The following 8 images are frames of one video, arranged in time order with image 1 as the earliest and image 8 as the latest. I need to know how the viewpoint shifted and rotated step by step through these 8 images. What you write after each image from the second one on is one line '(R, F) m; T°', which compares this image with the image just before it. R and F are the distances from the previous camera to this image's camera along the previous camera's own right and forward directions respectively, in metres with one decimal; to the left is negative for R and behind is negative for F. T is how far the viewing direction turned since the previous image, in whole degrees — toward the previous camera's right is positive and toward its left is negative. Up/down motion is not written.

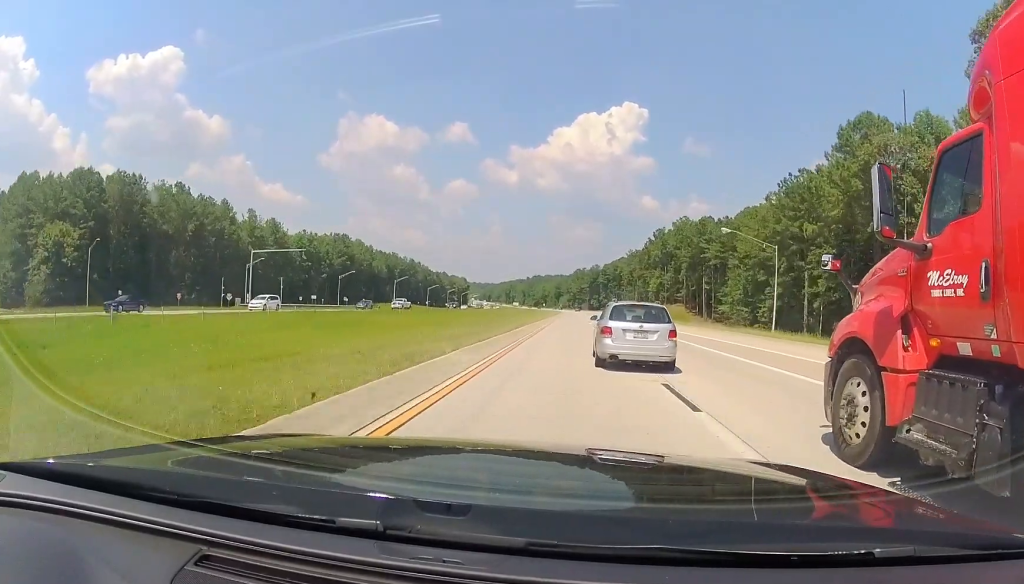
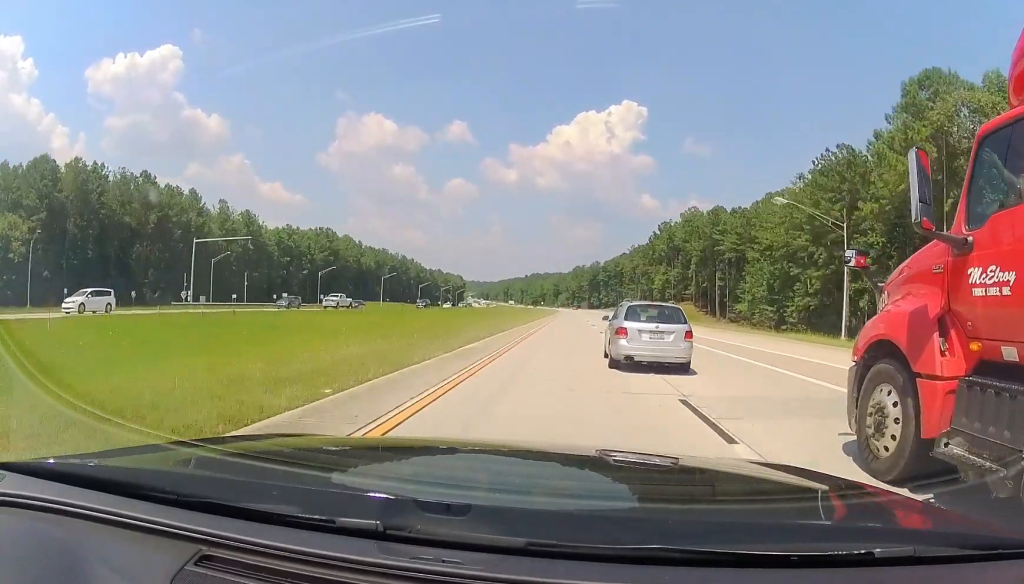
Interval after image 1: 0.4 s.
(0.0, +14.2) m; 0°
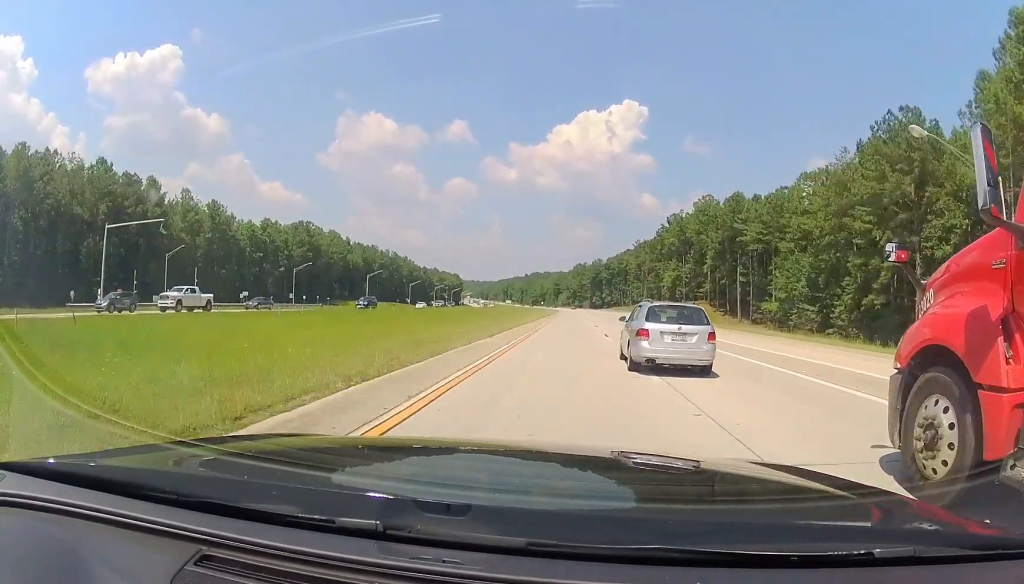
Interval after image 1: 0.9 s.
(0.0, +16.5) m; 0°
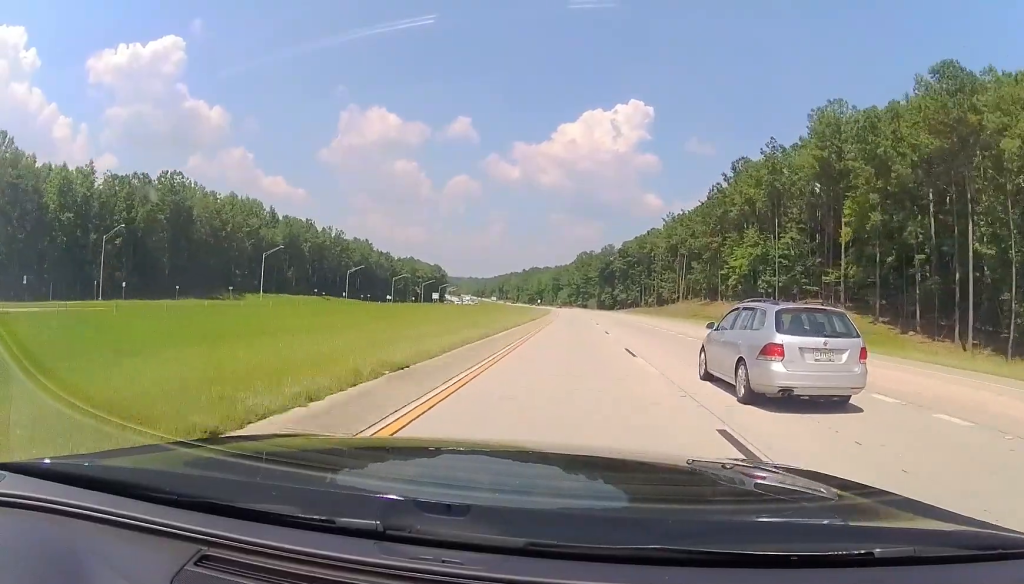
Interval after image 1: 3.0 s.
(0.0, +70.3) m; 0°
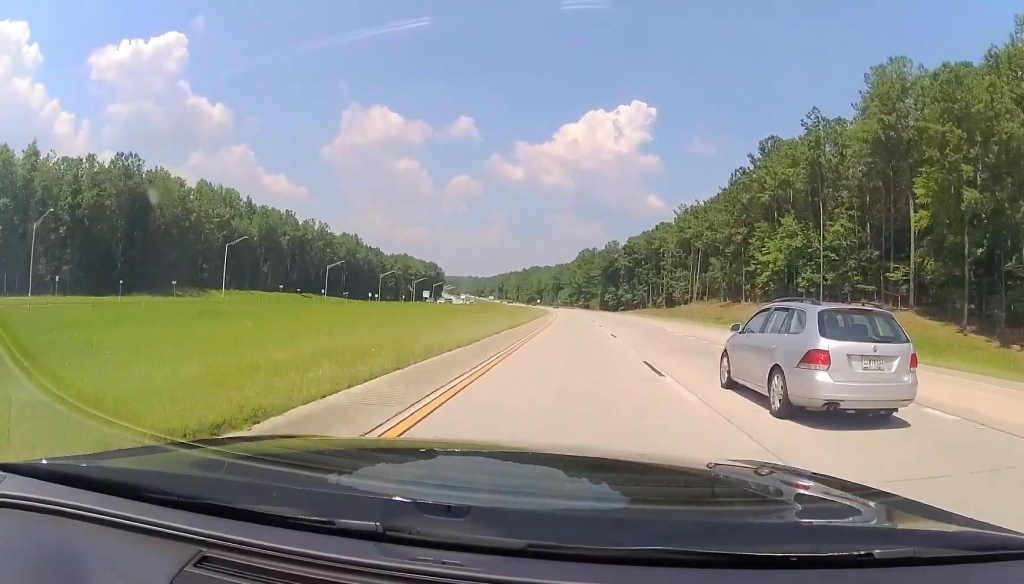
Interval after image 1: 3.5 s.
(0.0, +15.7) m; 0°
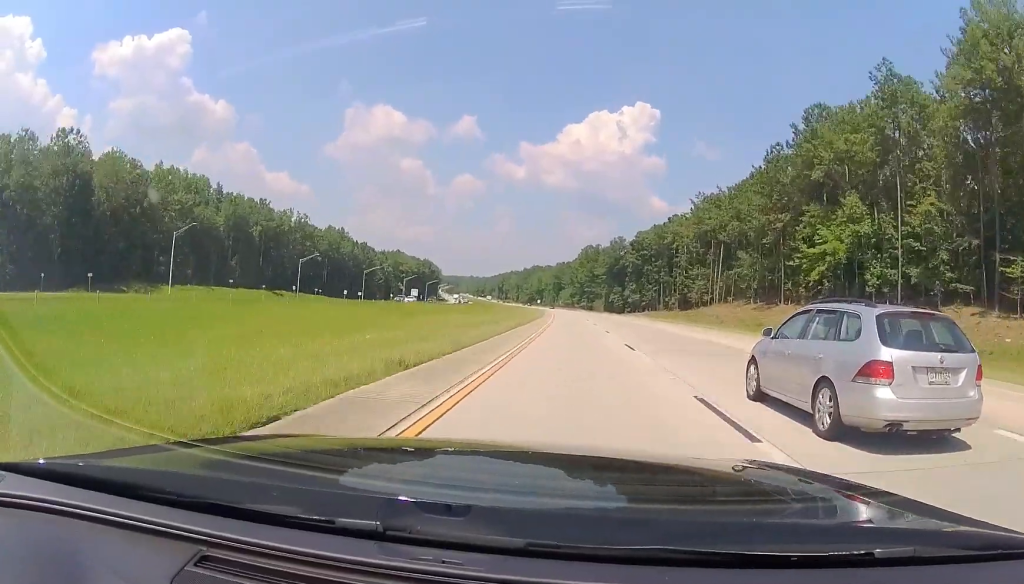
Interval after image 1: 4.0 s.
(-0.1, +18.0) m; 0°
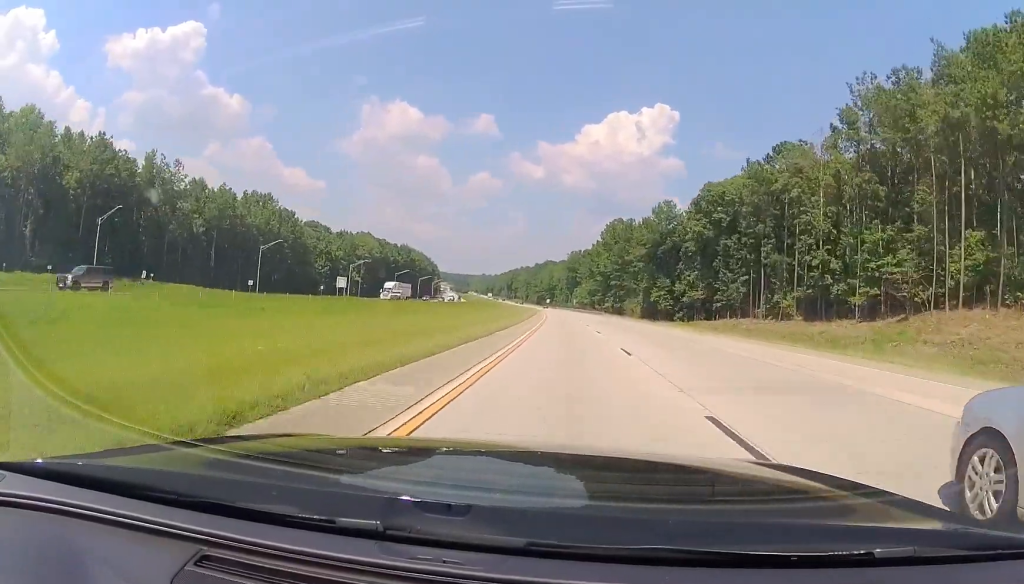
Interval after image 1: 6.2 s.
(-1.3, +73.7) m; -2°
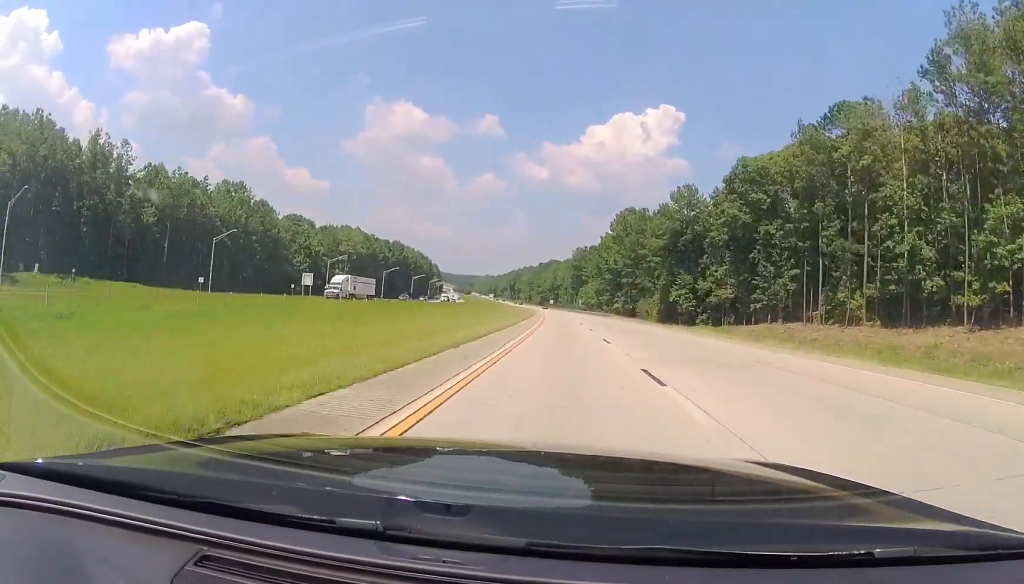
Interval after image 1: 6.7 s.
(+0.2, +19.0) m; 0°
